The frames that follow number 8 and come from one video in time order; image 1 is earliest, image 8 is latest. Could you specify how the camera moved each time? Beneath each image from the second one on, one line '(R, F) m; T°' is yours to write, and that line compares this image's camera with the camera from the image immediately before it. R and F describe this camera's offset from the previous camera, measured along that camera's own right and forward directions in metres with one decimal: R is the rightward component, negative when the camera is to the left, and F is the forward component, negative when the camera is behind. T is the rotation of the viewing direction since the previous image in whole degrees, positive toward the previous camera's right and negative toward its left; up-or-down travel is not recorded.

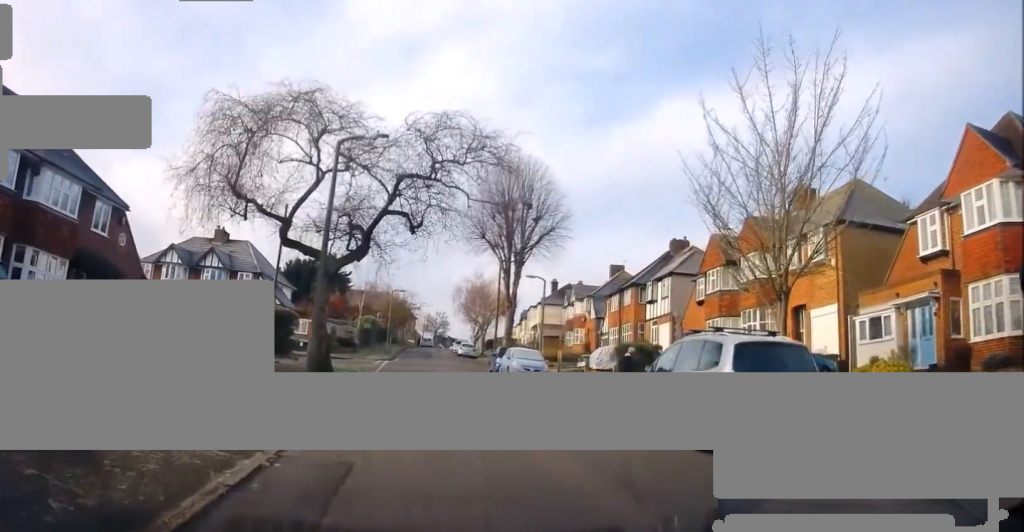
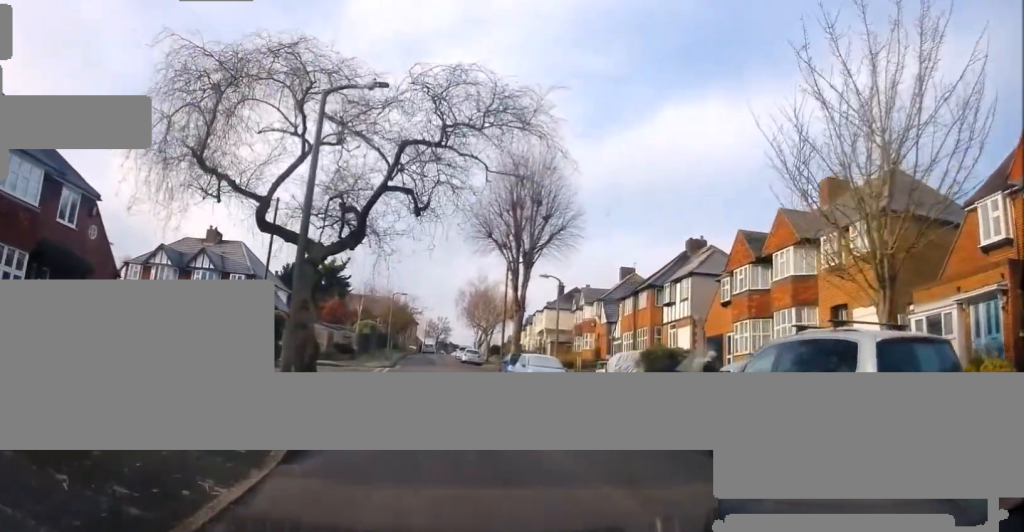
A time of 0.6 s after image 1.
(0.0, +3.2) m; +1°
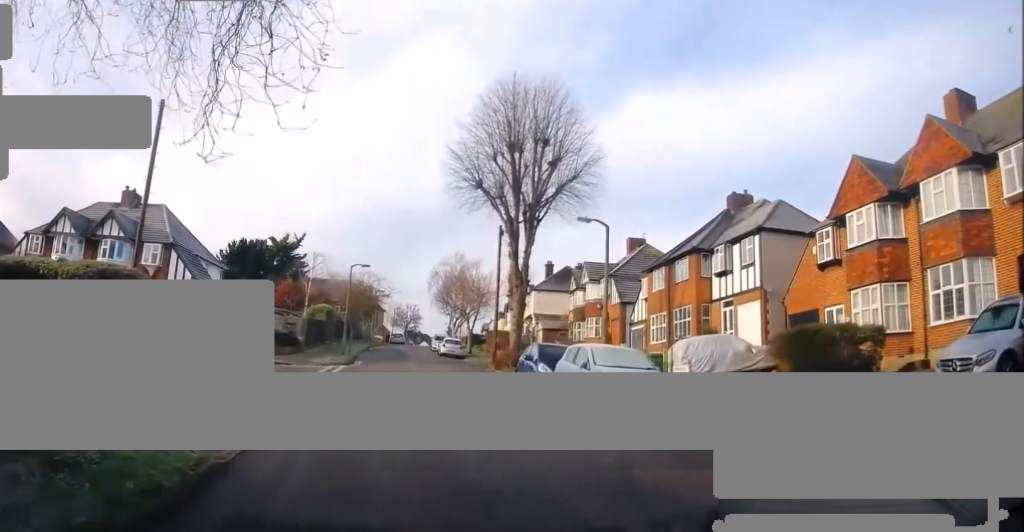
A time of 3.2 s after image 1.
(-0.4, +11.1) m; -4°
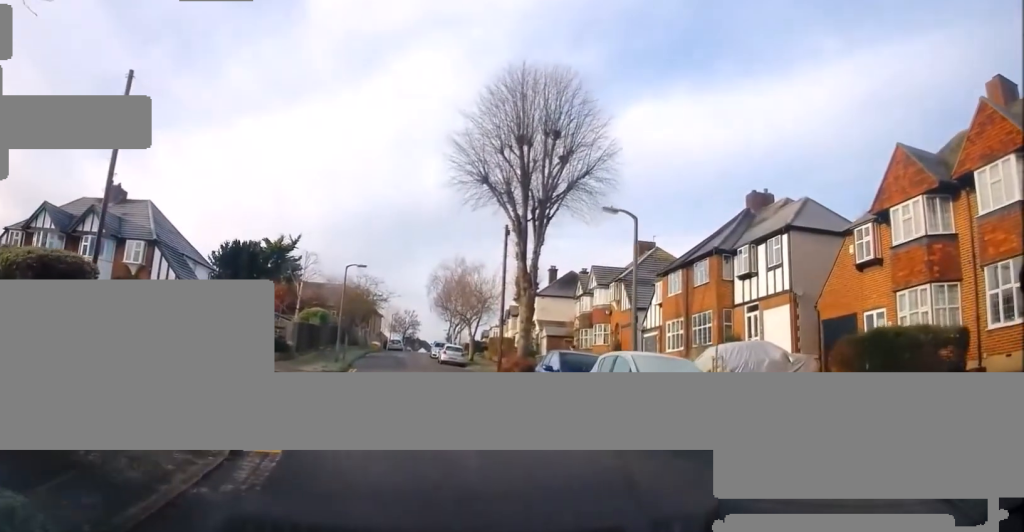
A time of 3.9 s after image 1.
(+0.1, +2.3) m; +3°
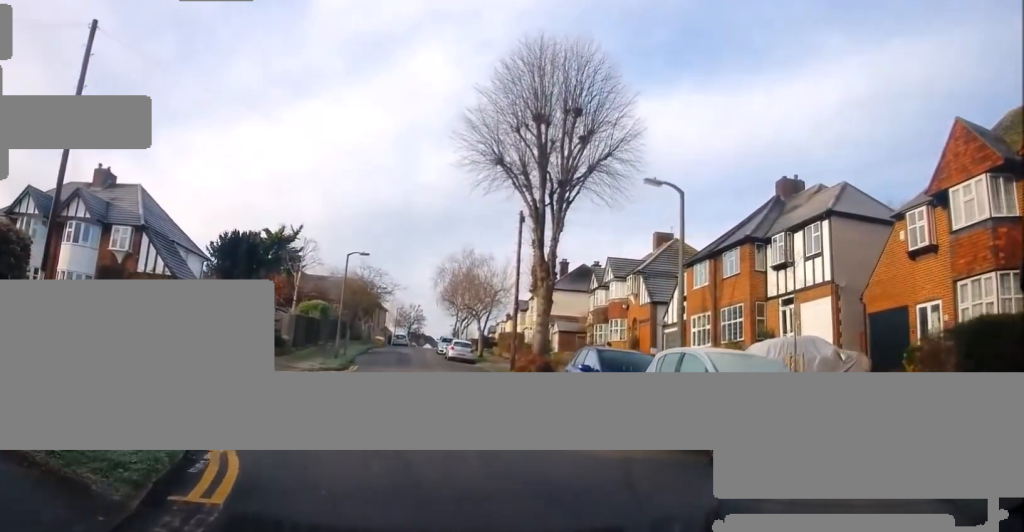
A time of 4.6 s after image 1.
(+0.1, +2.6) m; +2°
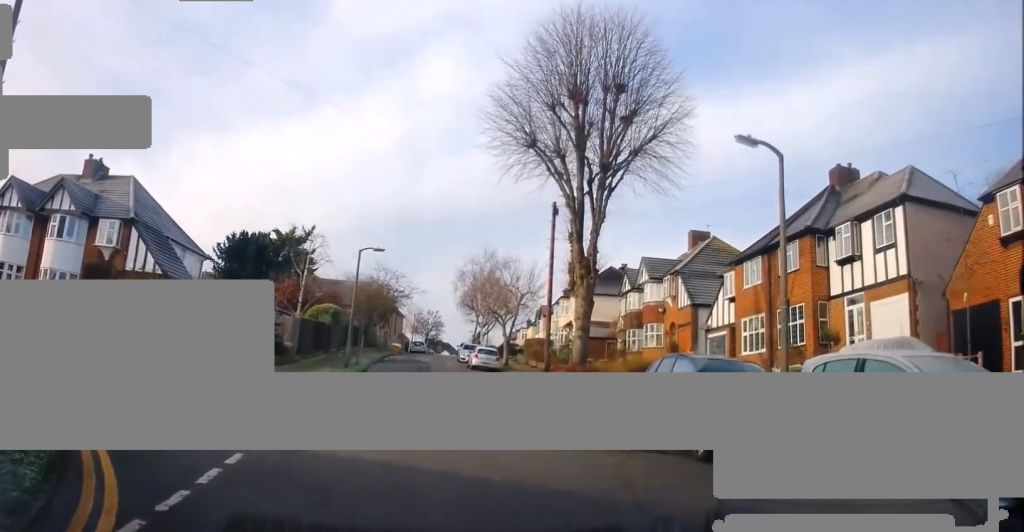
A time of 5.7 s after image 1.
(0.0, +3.2) m; -3°
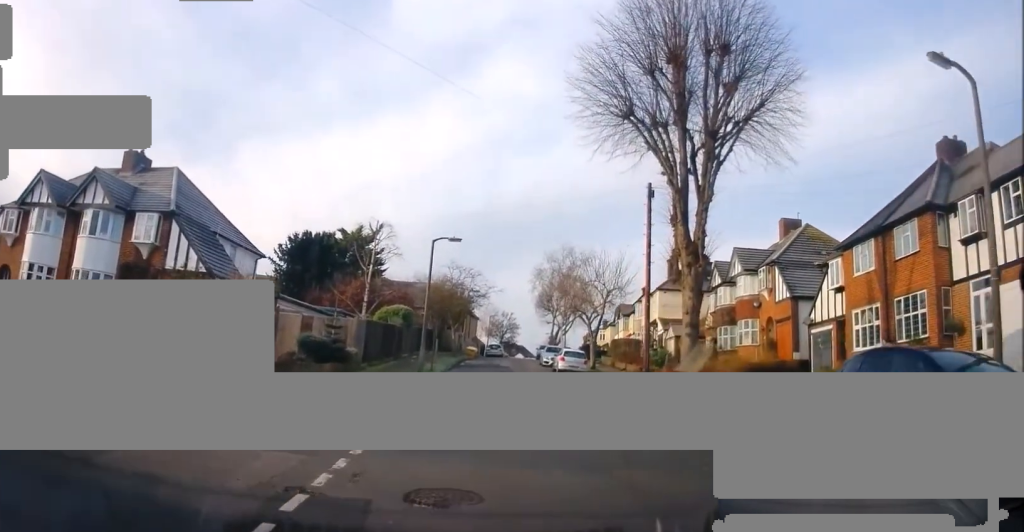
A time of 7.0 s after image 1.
(-0.2, +3.5) m; -13°
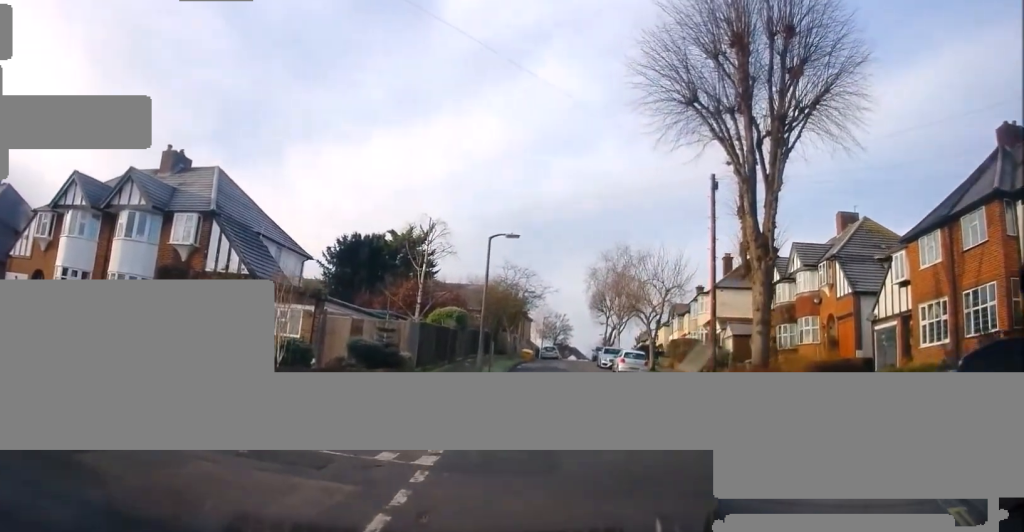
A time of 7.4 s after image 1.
(-0.1, +1.4) m; -5°
